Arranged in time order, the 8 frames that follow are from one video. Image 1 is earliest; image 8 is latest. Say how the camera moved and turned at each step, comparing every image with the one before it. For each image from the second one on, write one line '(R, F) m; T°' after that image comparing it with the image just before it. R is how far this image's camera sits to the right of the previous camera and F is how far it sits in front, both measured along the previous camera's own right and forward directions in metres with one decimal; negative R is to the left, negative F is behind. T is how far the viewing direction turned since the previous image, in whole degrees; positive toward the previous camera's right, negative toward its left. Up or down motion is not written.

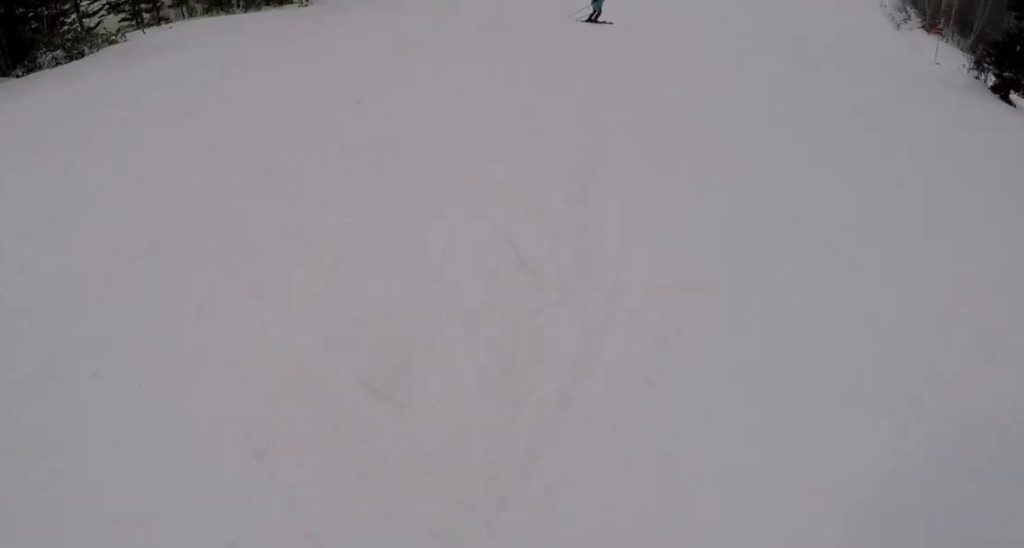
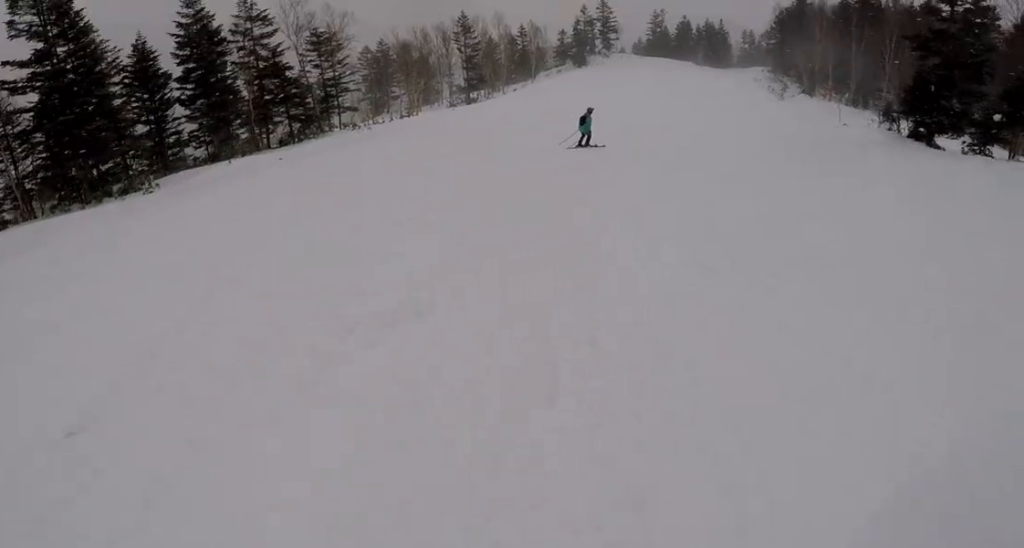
(+0.6, +4.1) m; +5°
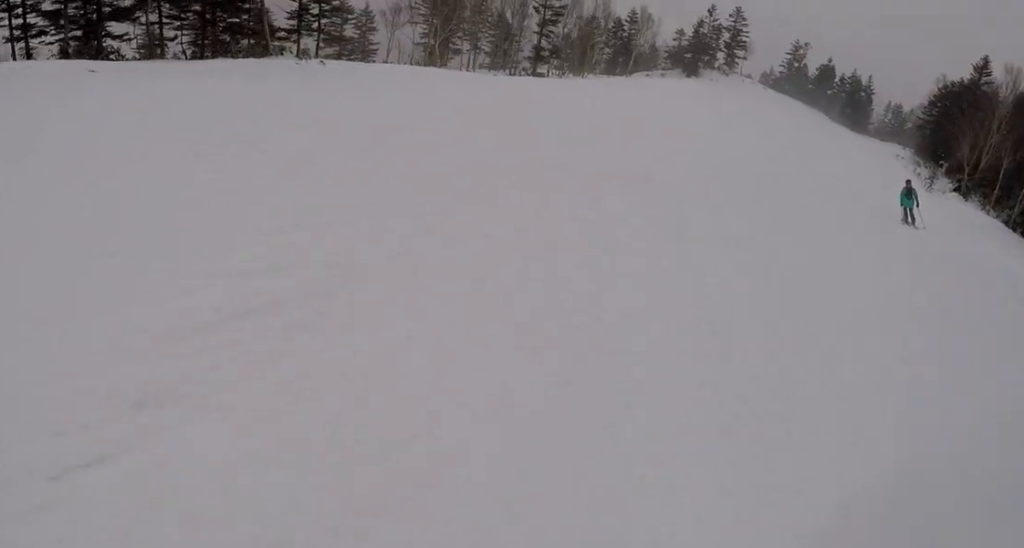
(+1.0, +14.9) m; -1°
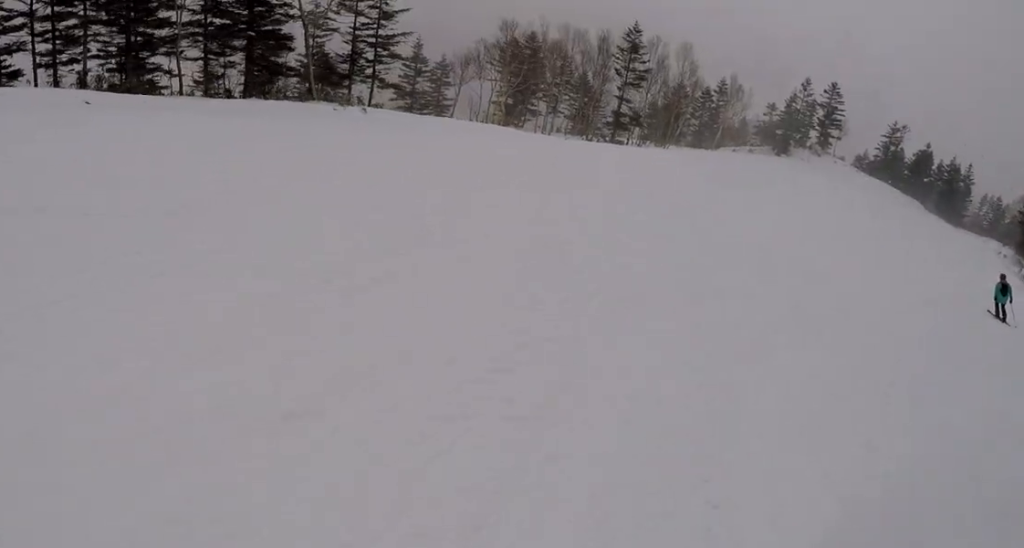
(+0.3, +3.7) m; -4°
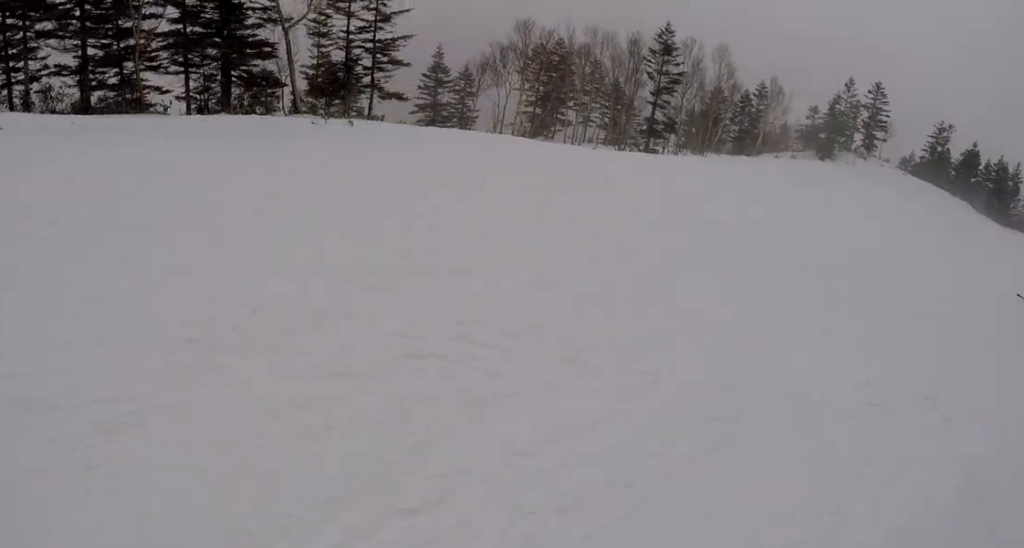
(-0.5, +4.0) m; 0°
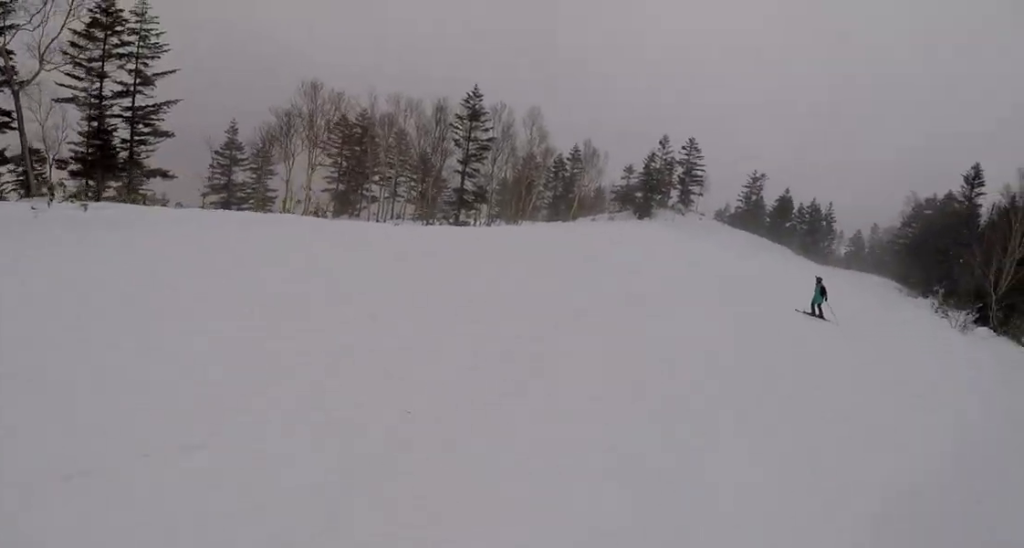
(-0.7, +4.4) m; 0°
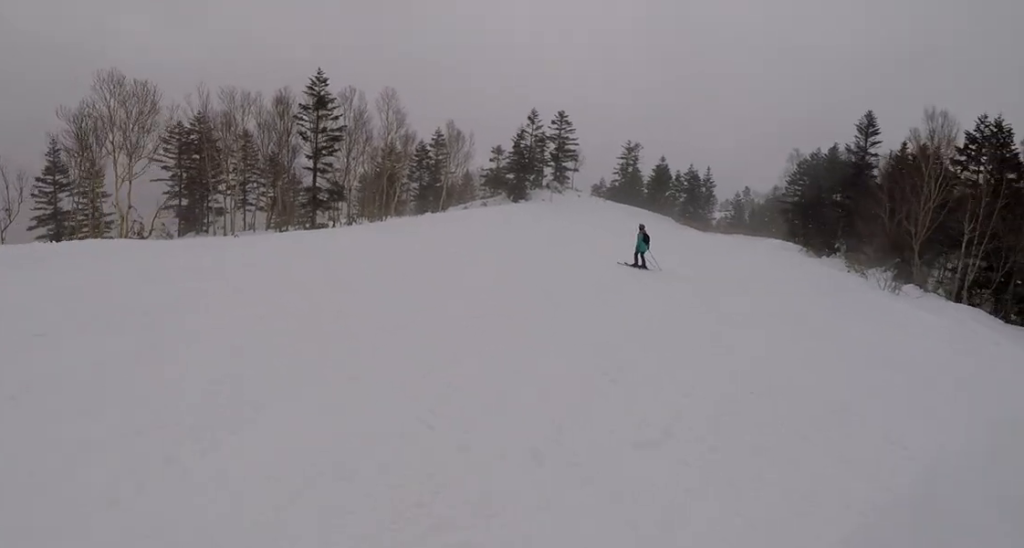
(+0.7, +4.9) m; +5°
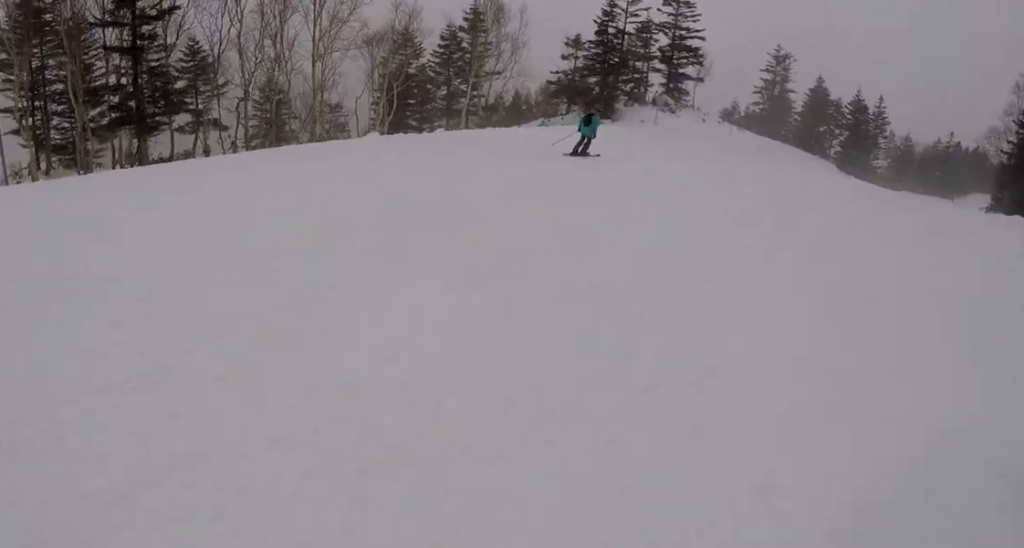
(+1.5, +22.4) m; +5°
